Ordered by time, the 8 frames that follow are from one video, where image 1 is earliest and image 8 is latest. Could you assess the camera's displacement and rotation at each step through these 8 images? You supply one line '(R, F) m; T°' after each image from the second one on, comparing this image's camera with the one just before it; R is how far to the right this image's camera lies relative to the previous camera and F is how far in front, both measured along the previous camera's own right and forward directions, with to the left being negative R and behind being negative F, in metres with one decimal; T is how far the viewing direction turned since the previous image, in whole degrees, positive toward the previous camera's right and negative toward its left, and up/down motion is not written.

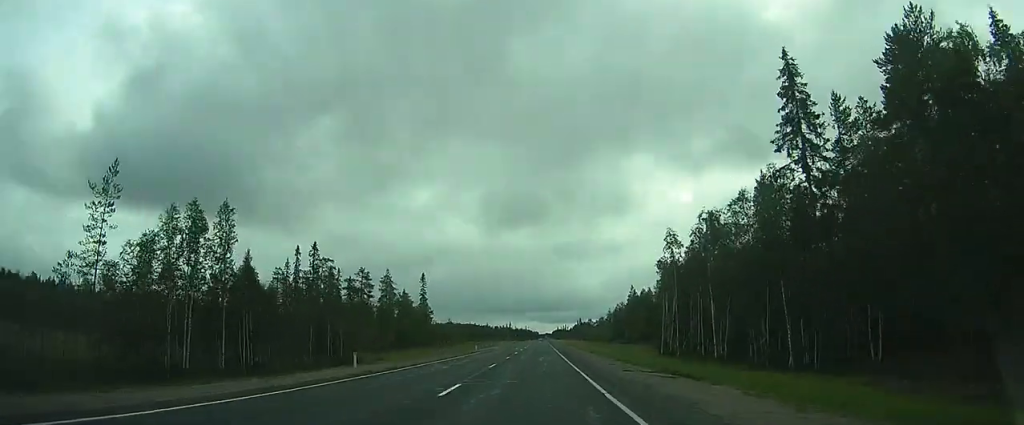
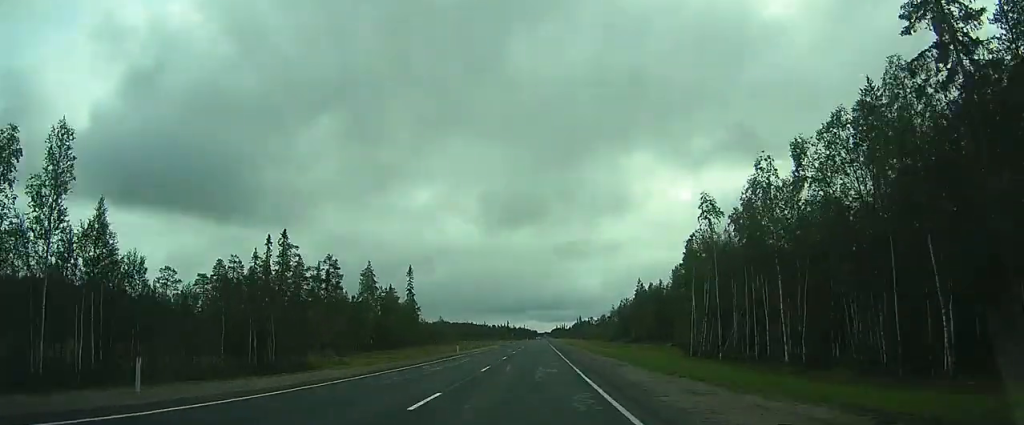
(0.0, +14.4) m; 0°
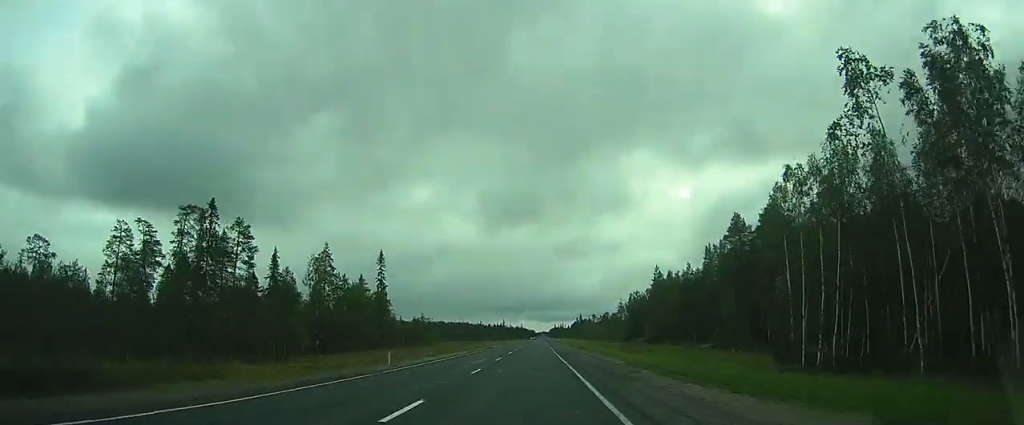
(0.0, +24.8) m; 0°
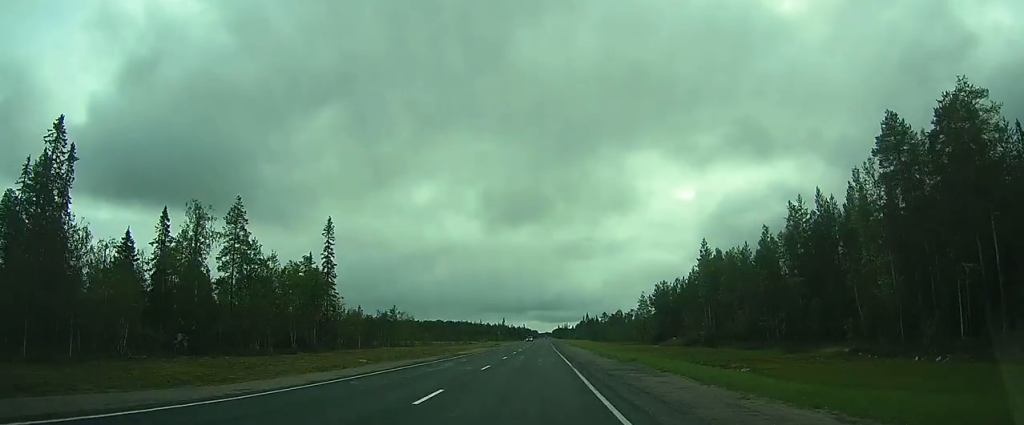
(+0.2, +32.9) m; +1°
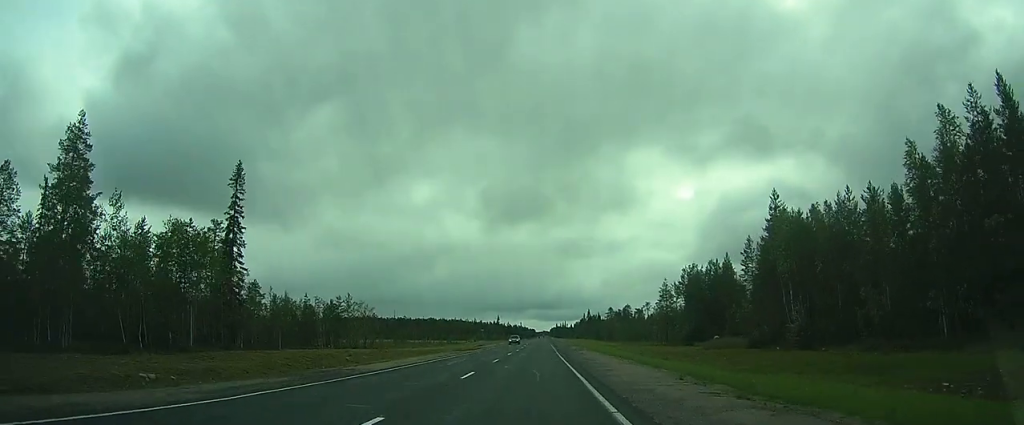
(0.0, +28.5) m; 0°
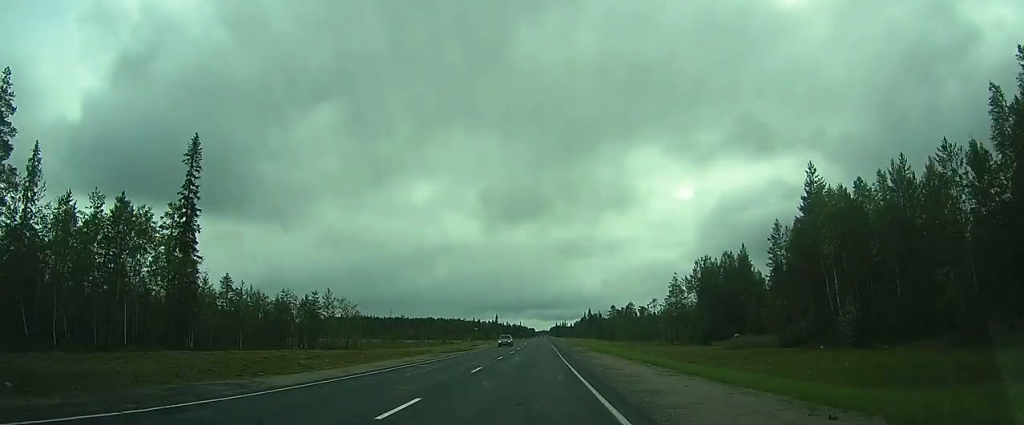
(0.0, +9.0) m; 0°
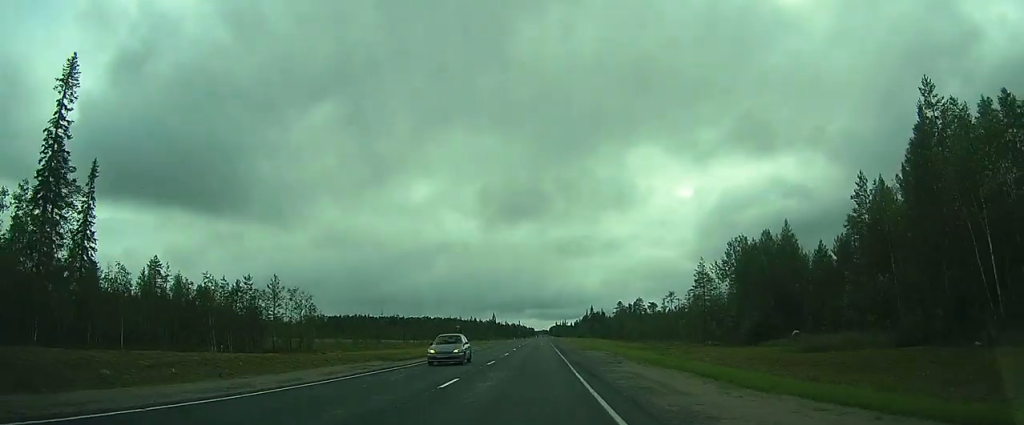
(-0.1, +18.1) m; 0°
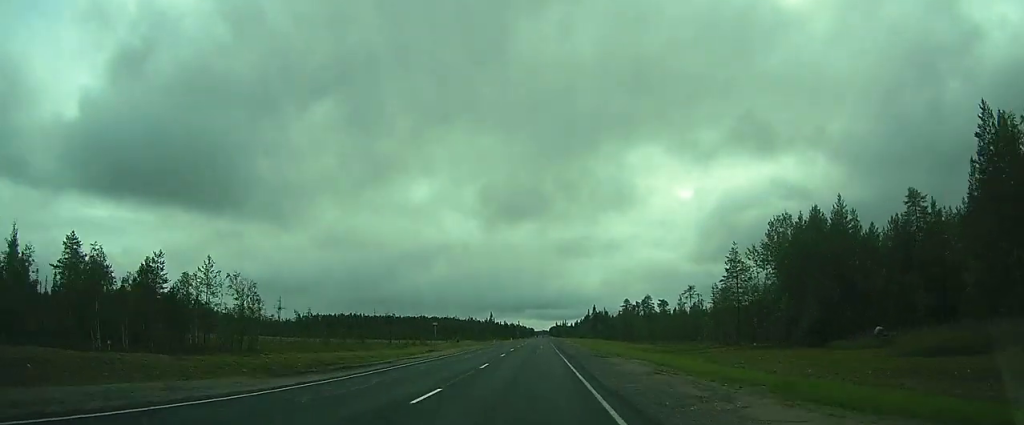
(+0.1, +15.1) m; +1°
